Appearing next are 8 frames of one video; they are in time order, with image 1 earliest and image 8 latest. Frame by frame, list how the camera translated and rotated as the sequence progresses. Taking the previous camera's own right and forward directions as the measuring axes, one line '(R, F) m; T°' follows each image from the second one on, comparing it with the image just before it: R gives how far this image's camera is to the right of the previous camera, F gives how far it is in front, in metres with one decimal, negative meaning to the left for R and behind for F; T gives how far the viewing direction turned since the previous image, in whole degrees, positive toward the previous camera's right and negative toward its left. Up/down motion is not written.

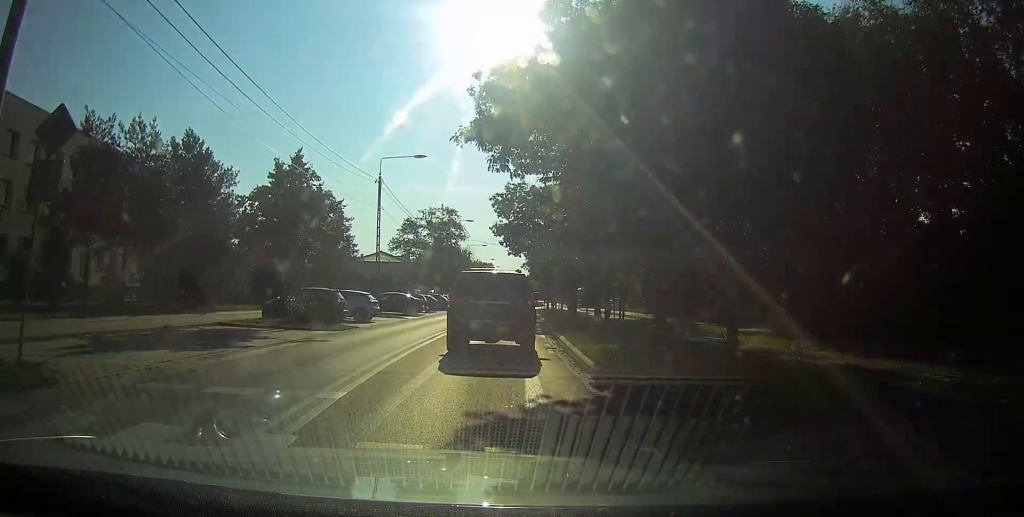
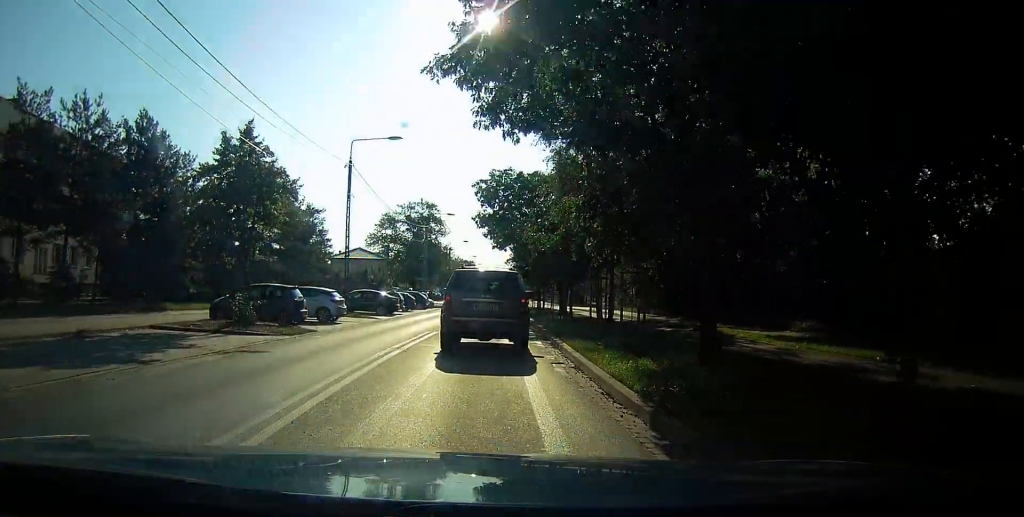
(+0.1, +4.2) m; +1°
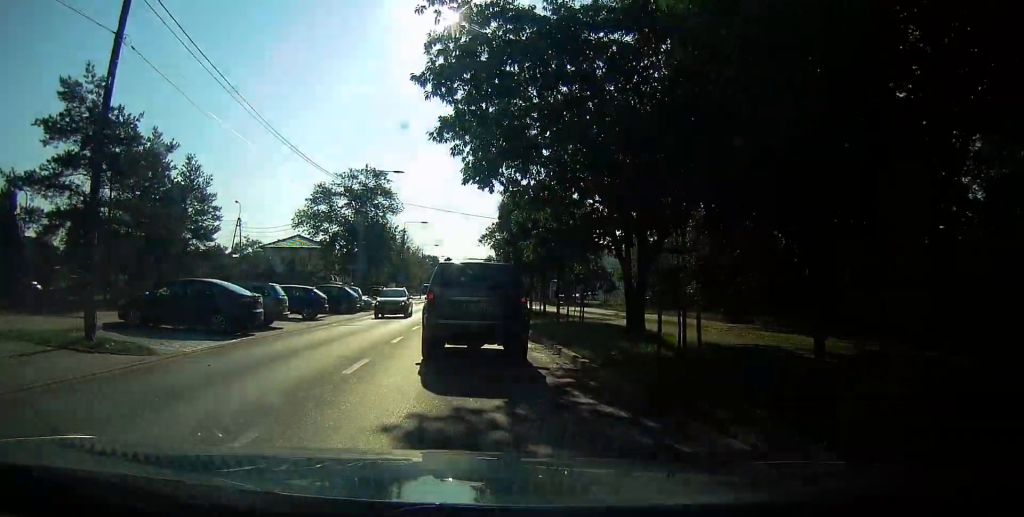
(+0.1, +21.9) m; +1°
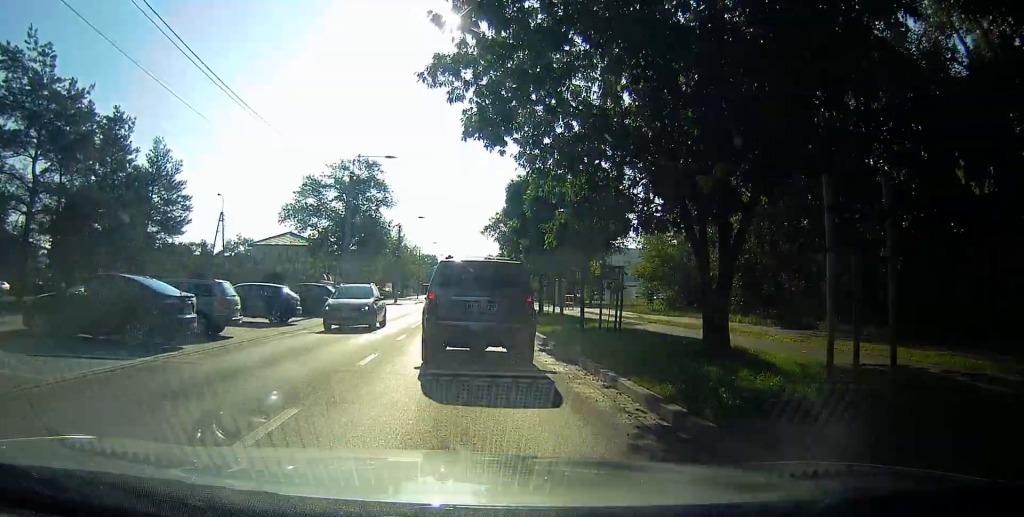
(0.0, +5.0) m; +1°
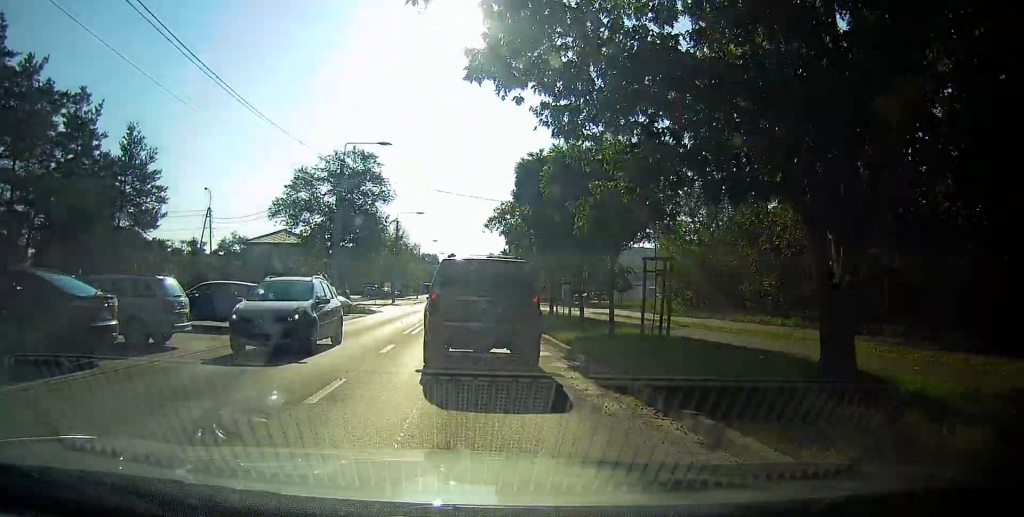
(0.0, +3.7) m; 0°
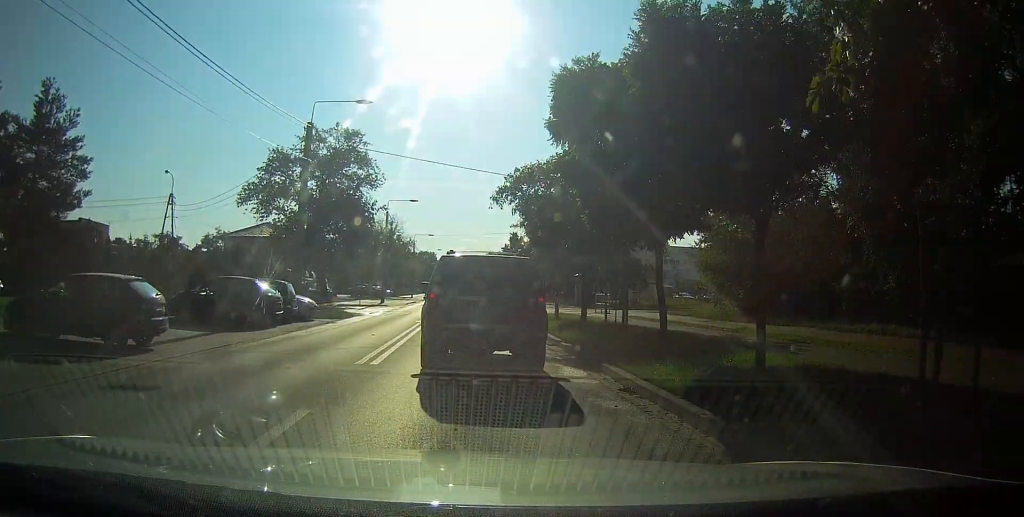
(+0.2, +8.3) m; 0°
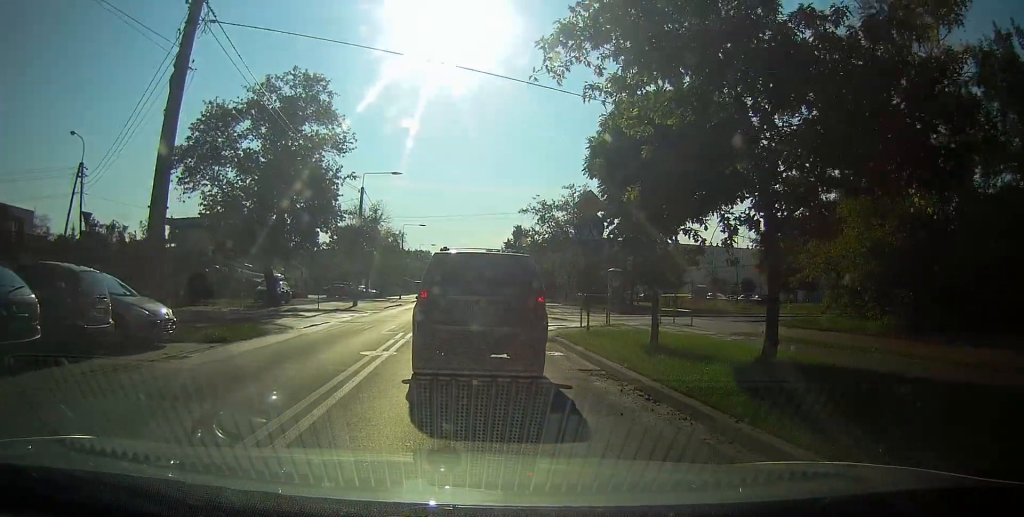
(0.0, +13.9) m; +1°
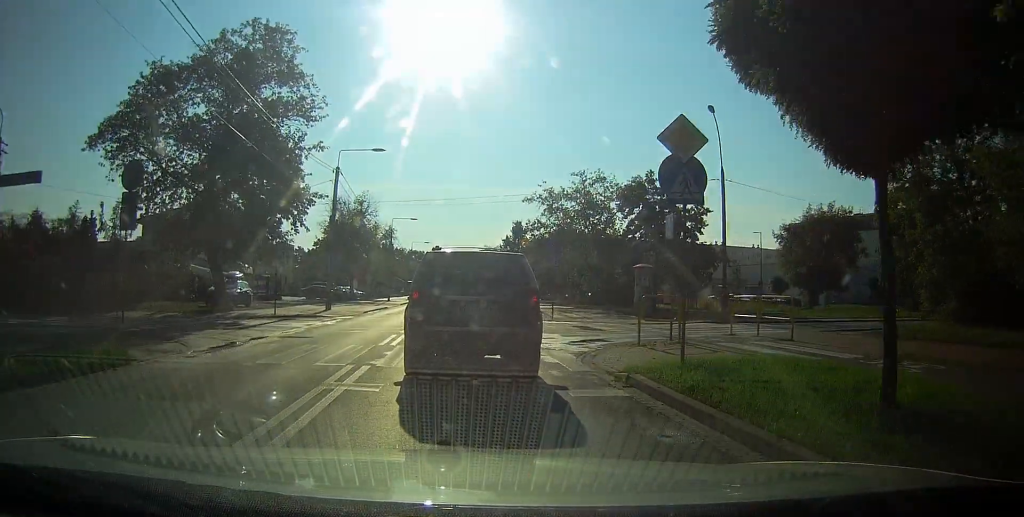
(-0.1, +8.1) m; 0°
